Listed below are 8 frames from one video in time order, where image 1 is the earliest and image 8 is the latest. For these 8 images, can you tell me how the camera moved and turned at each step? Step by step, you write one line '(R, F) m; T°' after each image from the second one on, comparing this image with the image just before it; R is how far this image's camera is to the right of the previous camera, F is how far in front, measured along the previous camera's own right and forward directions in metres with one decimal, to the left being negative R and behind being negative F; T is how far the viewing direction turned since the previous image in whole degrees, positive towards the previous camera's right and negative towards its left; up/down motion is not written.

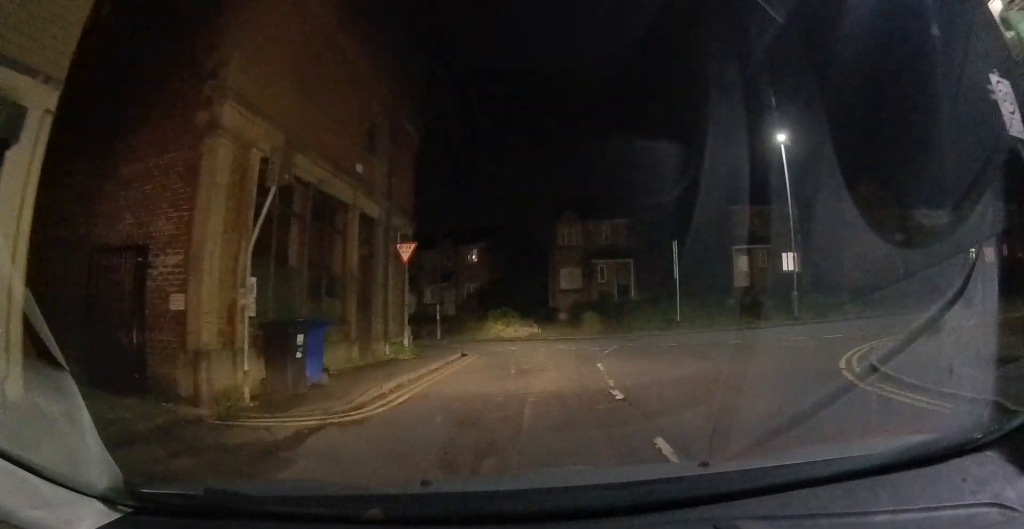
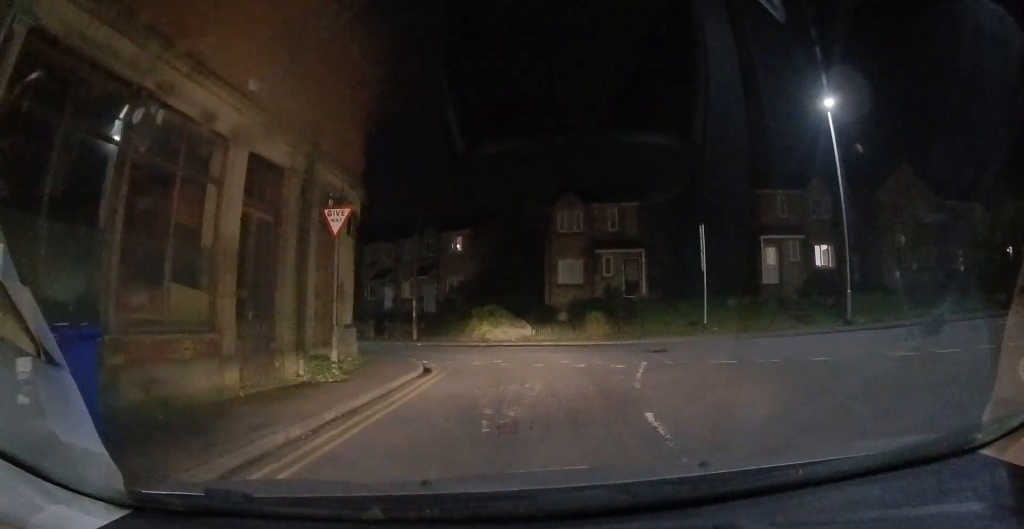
(-0.3, +6.3) m; +4°
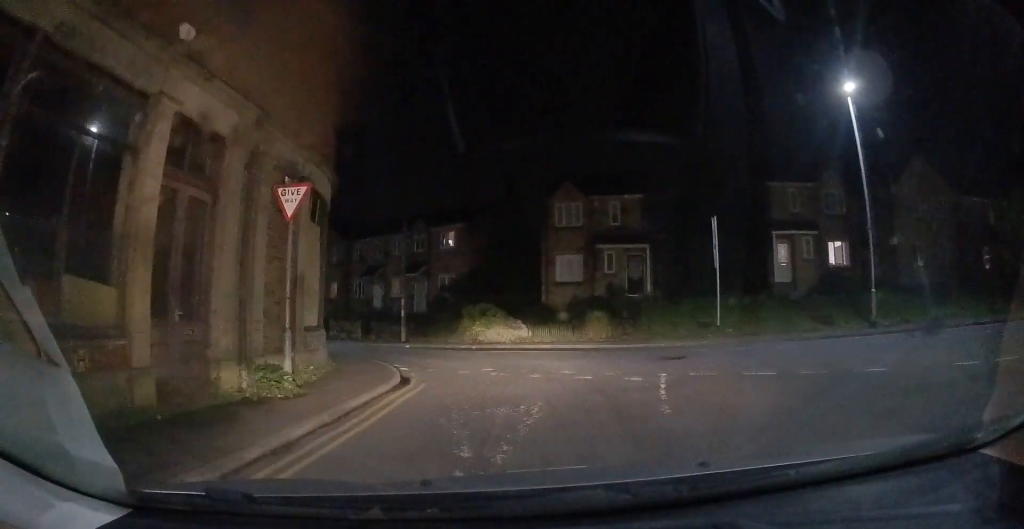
(+0.4, +2.2) m; 0°
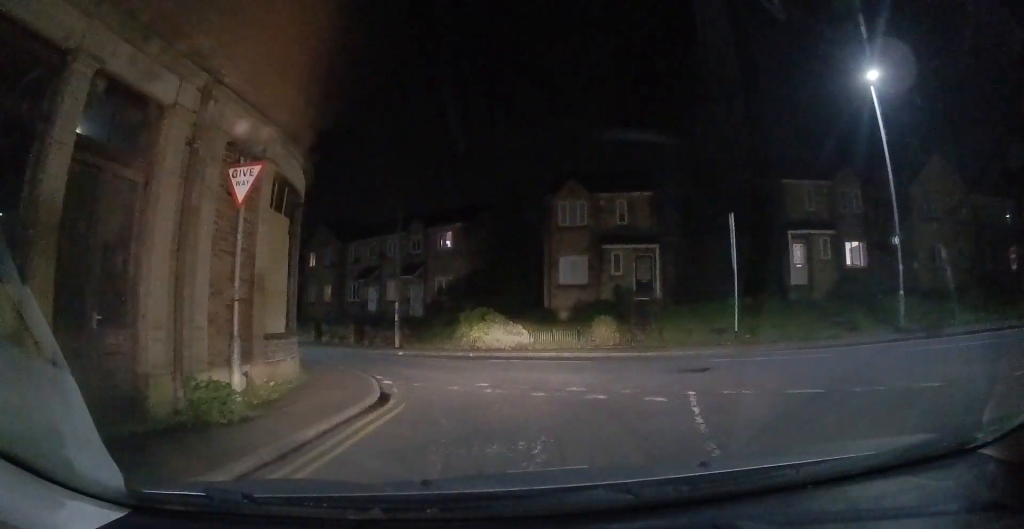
(+0.4, +2.0) m; 0°
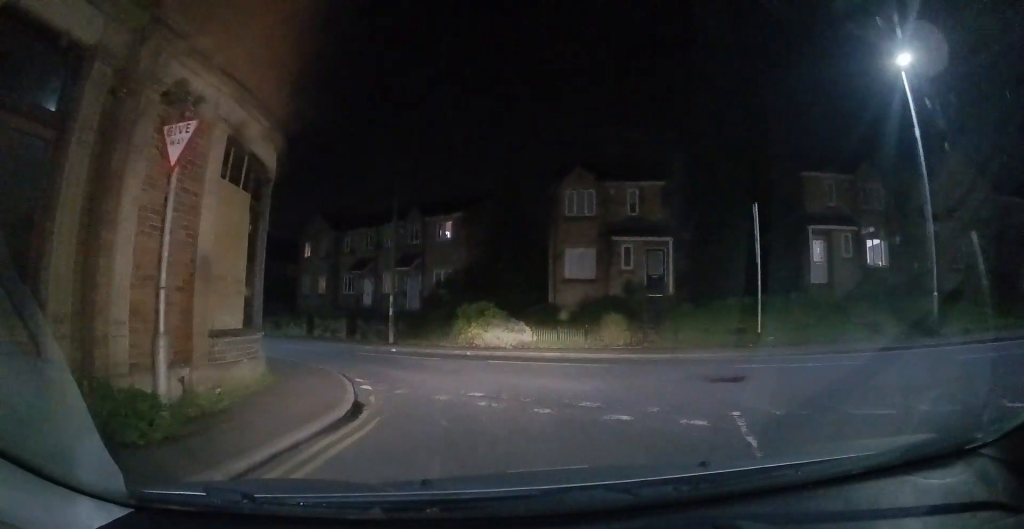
(-0.2, +1.8) m; -5°
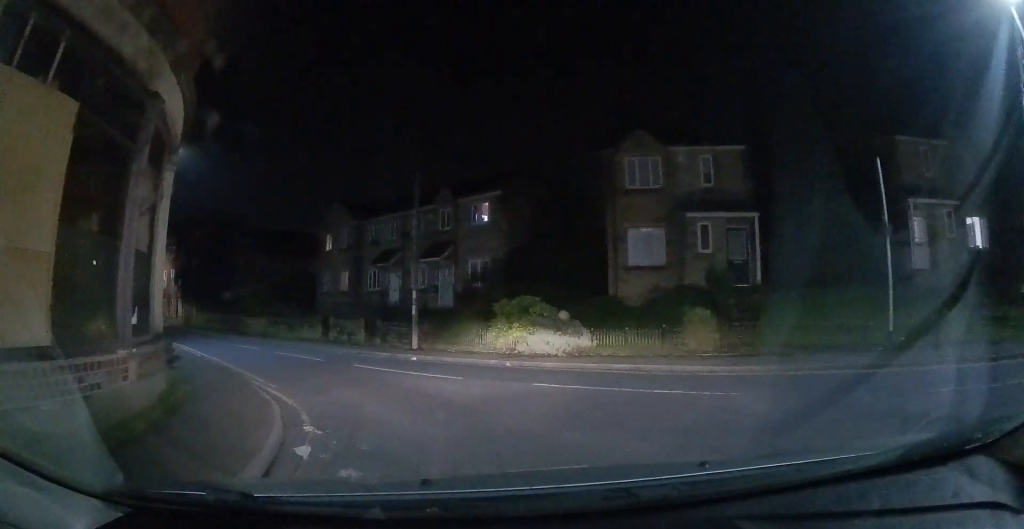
(-0.9, +4.5) m; -17°
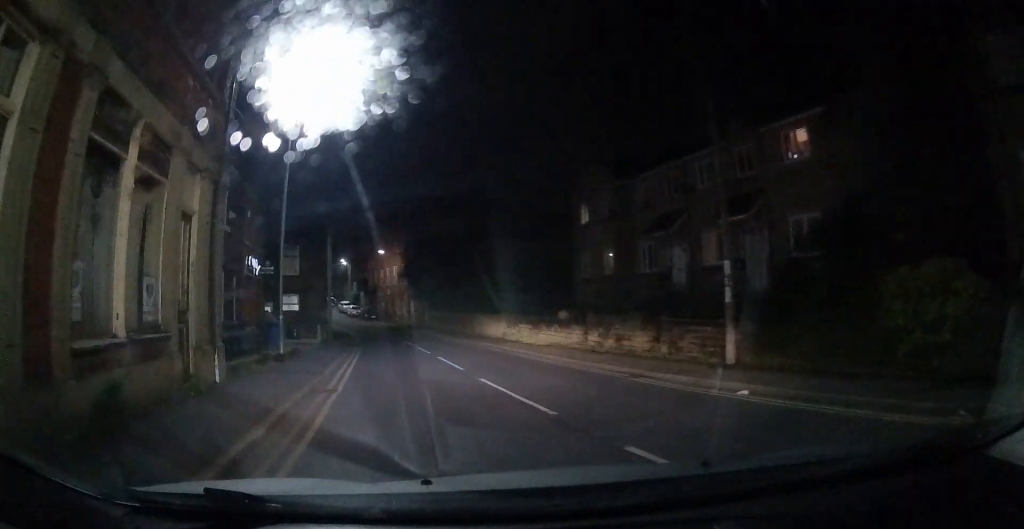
(-1.1, +6.8) m; -21°
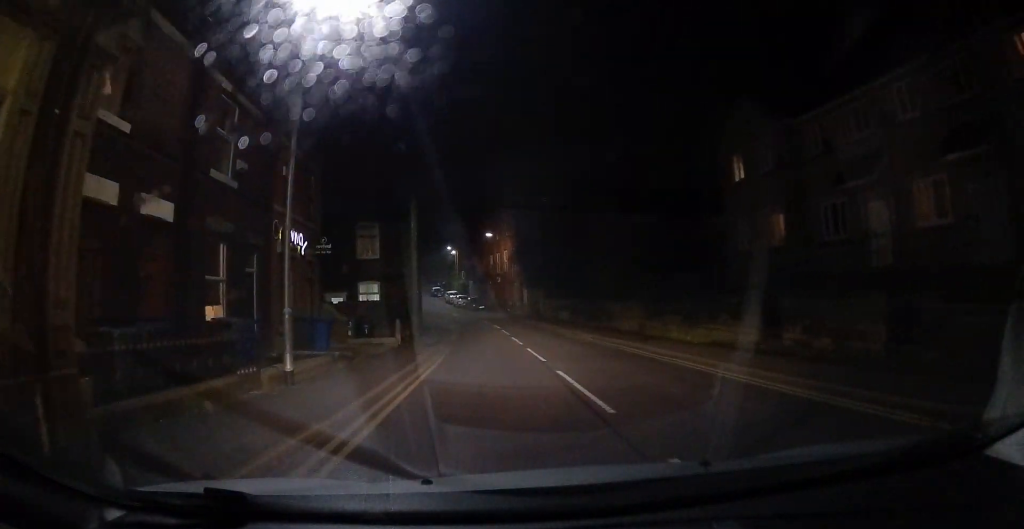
(-0.6, +5.0) m; -13°
